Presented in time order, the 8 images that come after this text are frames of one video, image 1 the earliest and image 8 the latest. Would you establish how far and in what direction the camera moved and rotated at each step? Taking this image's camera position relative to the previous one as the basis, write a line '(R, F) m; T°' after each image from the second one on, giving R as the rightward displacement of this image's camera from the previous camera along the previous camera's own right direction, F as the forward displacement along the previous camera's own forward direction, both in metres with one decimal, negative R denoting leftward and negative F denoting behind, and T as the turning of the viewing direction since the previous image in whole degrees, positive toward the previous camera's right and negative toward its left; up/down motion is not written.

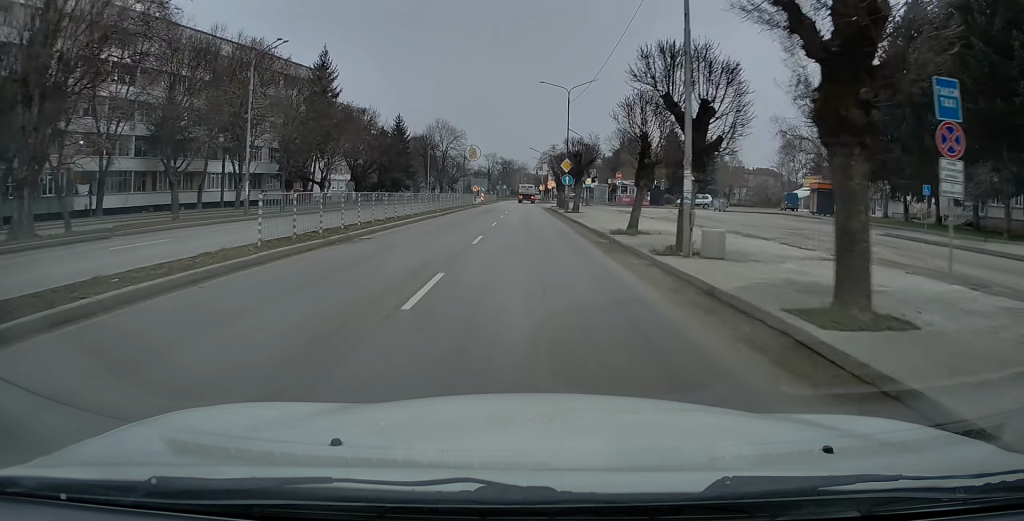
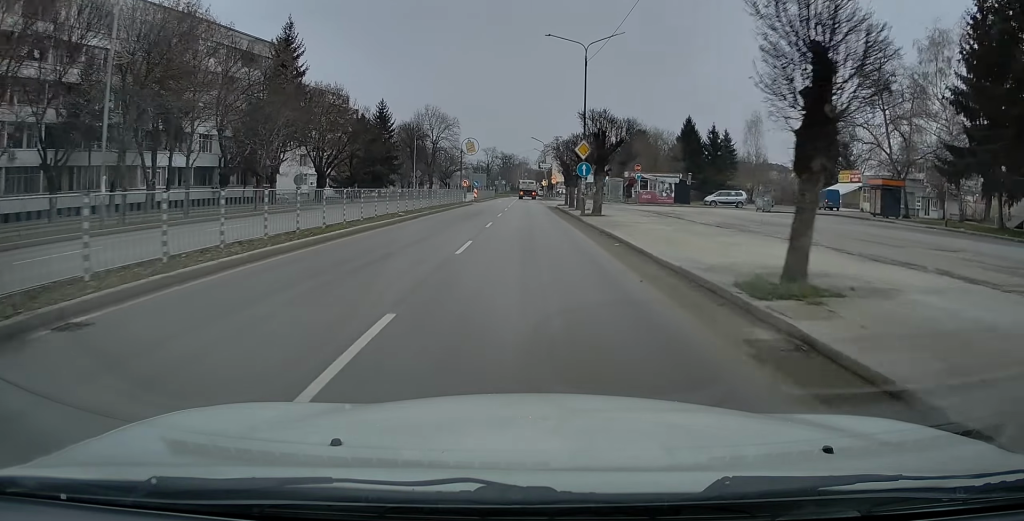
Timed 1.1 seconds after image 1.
(-0.1, +12.1) m; -1°
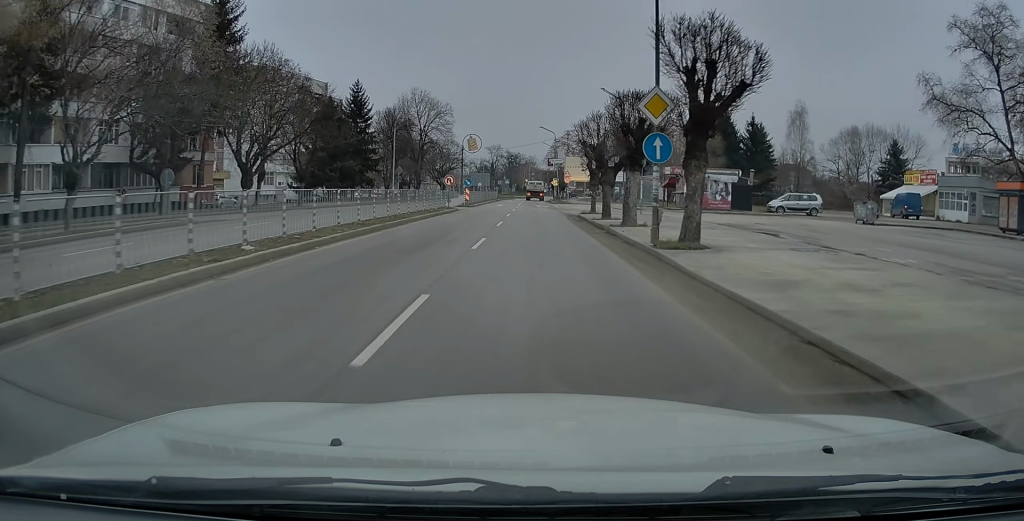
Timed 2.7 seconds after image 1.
(0.0, +16.5) m; 0°
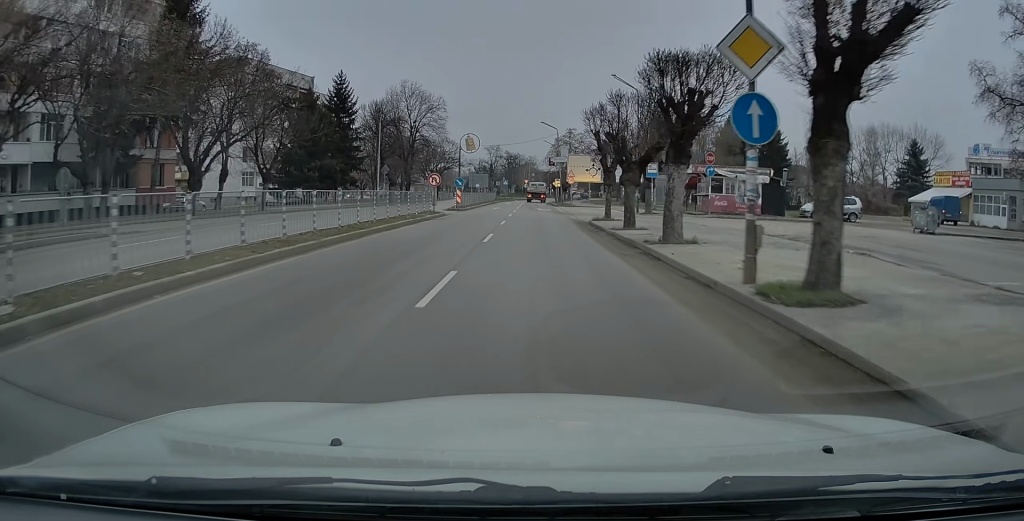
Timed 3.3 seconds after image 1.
(0.0, +6.6) m; 0°
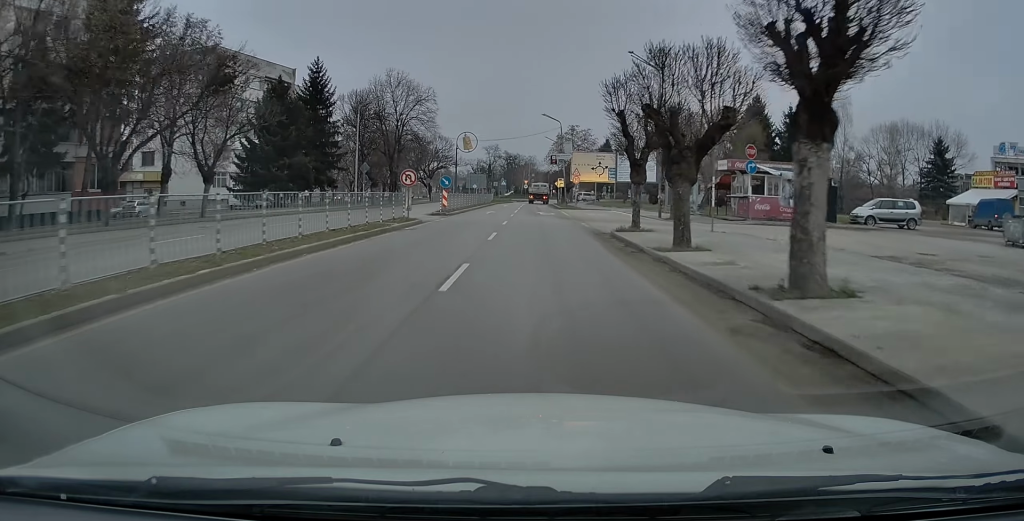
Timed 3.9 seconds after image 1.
(0.0, +7.4) m; 0°
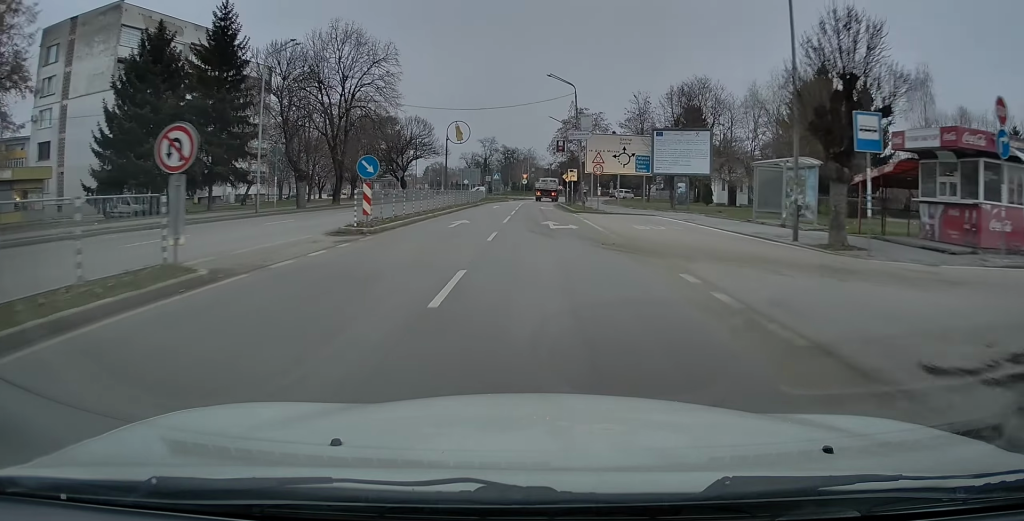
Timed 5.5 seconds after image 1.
(+0.3, +18.6) m; +1°
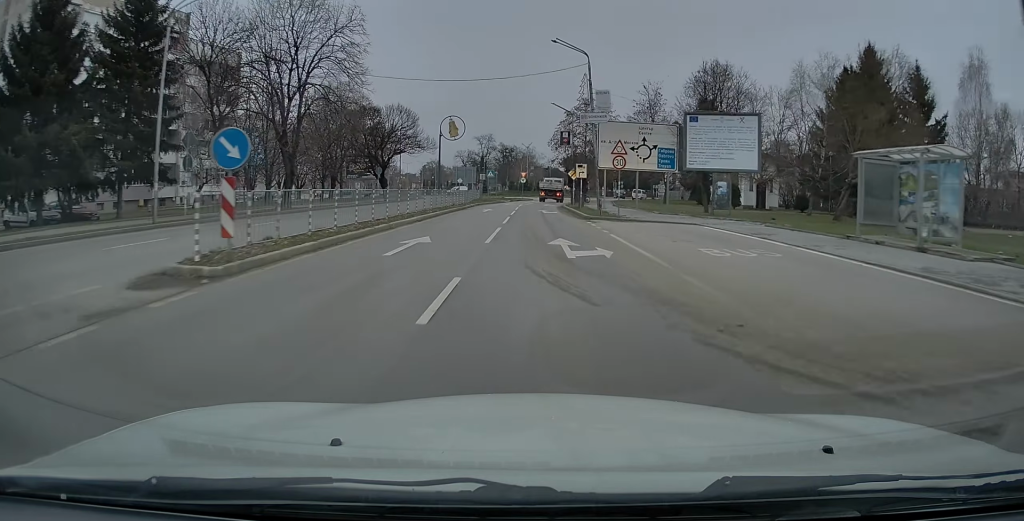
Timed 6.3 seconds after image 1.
(-0.1, +9.6) m; 0°
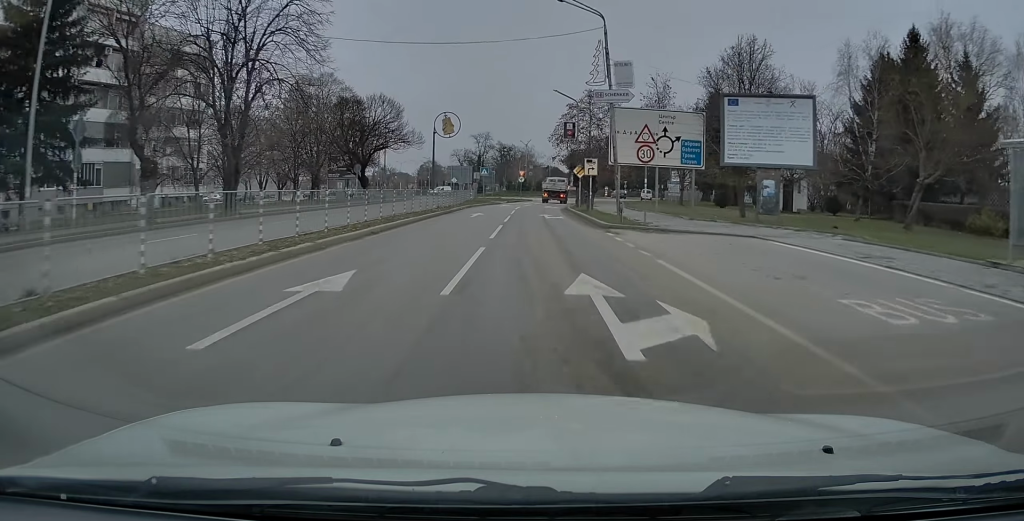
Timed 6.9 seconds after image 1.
(-0.2, +7.1) m; 0°
